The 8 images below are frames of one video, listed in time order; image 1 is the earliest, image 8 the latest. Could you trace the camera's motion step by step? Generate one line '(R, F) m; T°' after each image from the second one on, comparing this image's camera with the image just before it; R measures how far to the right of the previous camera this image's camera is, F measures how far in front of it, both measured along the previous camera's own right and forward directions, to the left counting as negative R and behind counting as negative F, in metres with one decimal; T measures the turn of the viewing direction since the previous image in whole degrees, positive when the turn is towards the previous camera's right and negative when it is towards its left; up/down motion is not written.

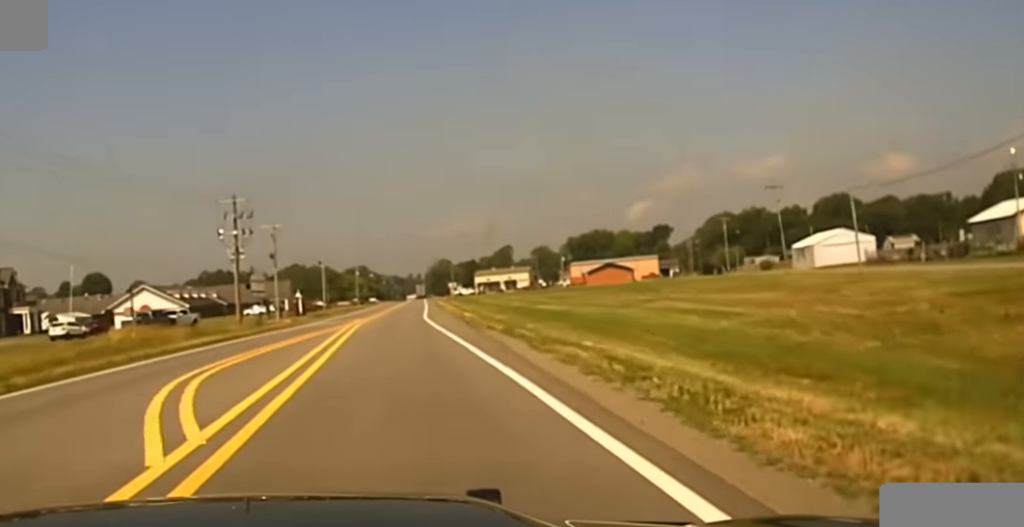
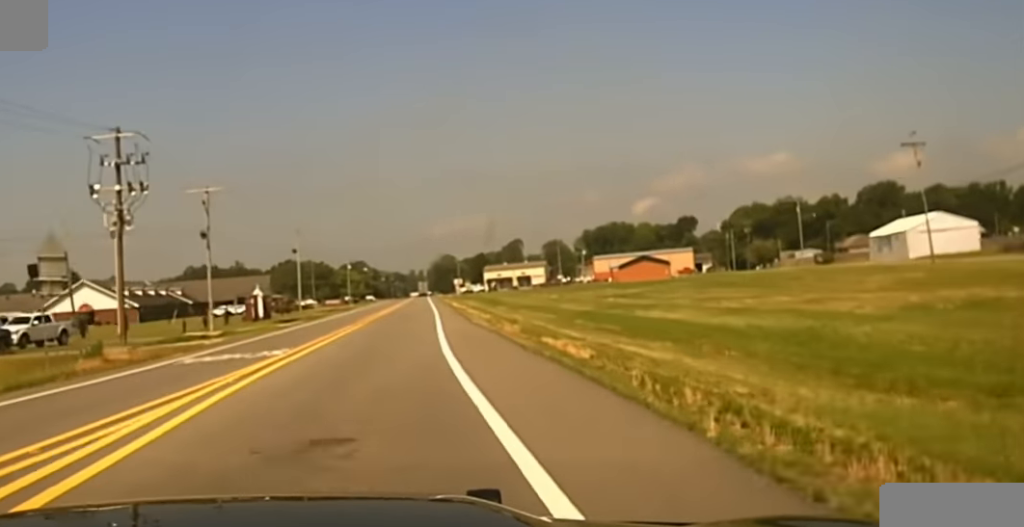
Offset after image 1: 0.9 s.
(-0.4, +34.4) m; -1°
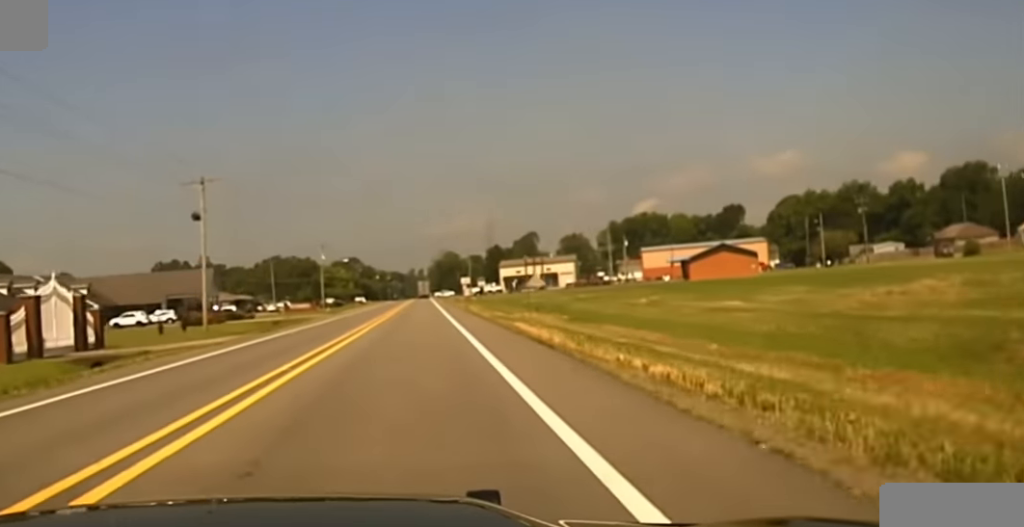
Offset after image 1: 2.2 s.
(-0.1, +60.1) m; 0°
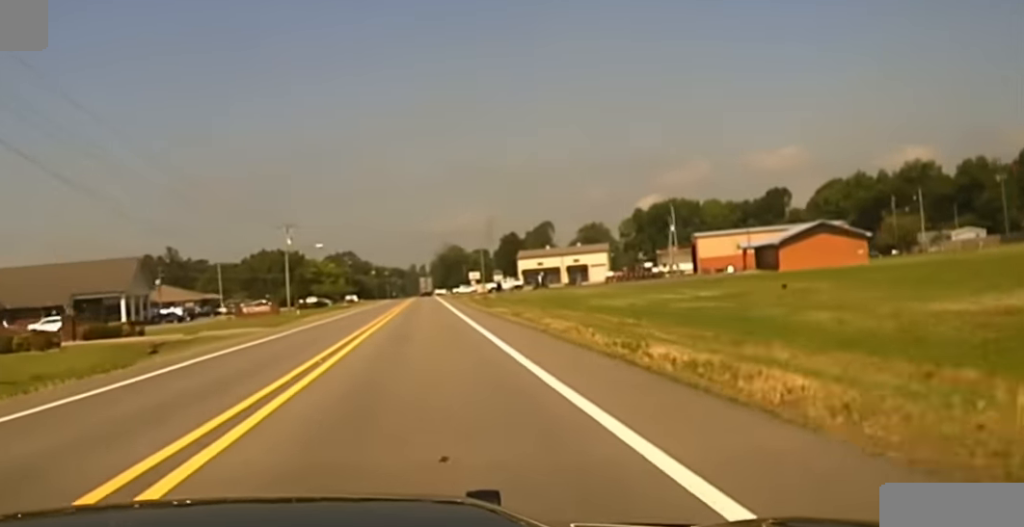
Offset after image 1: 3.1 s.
(-0.1, +47.1) m; 0°
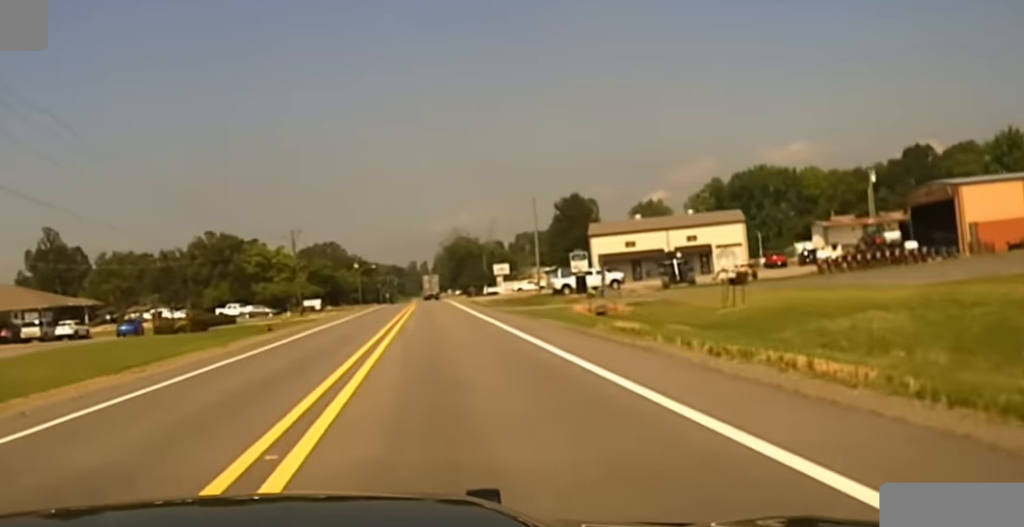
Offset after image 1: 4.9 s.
(+0.4, +93.0) m; 0°
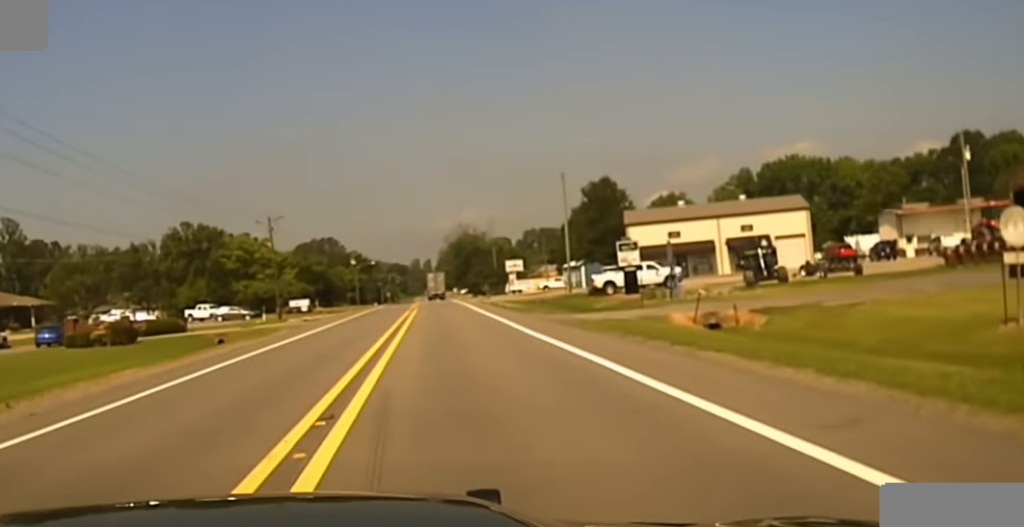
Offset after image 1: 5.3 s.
(-0.1, +19.9) m; 0°
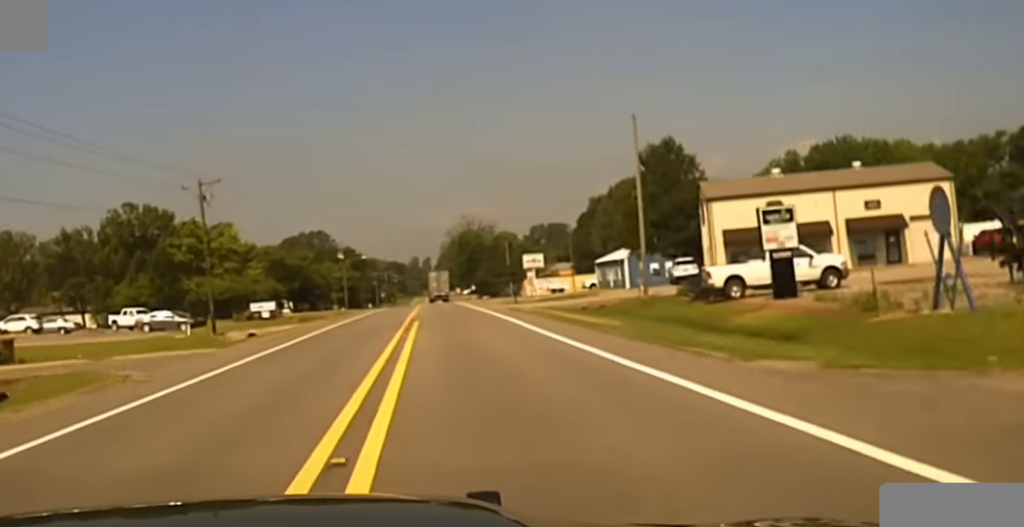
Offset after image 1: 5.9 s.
(-0.2, +27.8) m; 0°
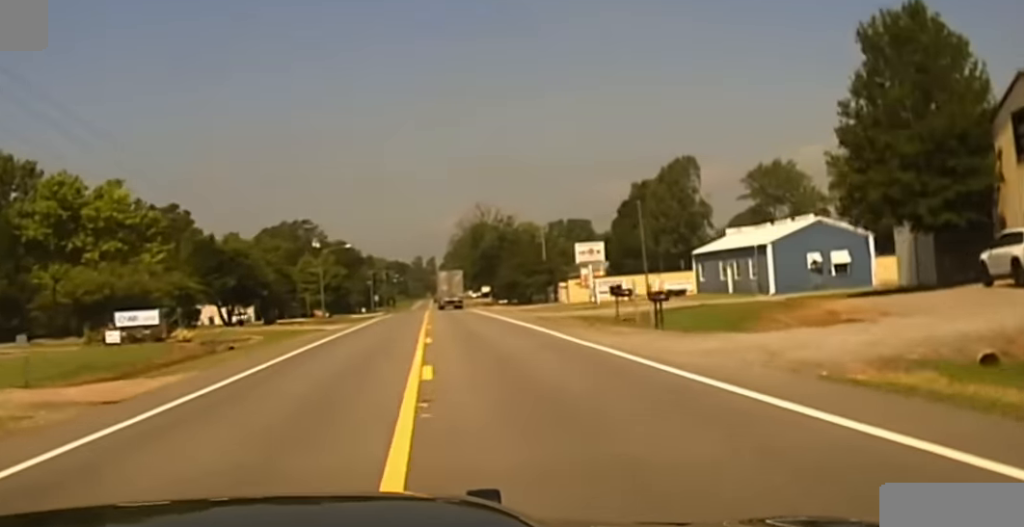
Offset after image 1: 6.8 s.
(-0.2, +39.0) m; 0°
